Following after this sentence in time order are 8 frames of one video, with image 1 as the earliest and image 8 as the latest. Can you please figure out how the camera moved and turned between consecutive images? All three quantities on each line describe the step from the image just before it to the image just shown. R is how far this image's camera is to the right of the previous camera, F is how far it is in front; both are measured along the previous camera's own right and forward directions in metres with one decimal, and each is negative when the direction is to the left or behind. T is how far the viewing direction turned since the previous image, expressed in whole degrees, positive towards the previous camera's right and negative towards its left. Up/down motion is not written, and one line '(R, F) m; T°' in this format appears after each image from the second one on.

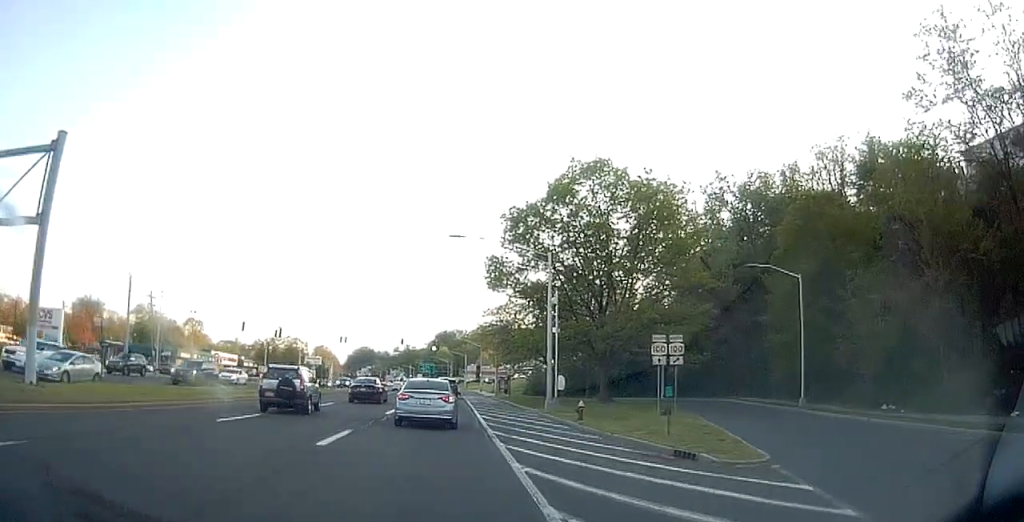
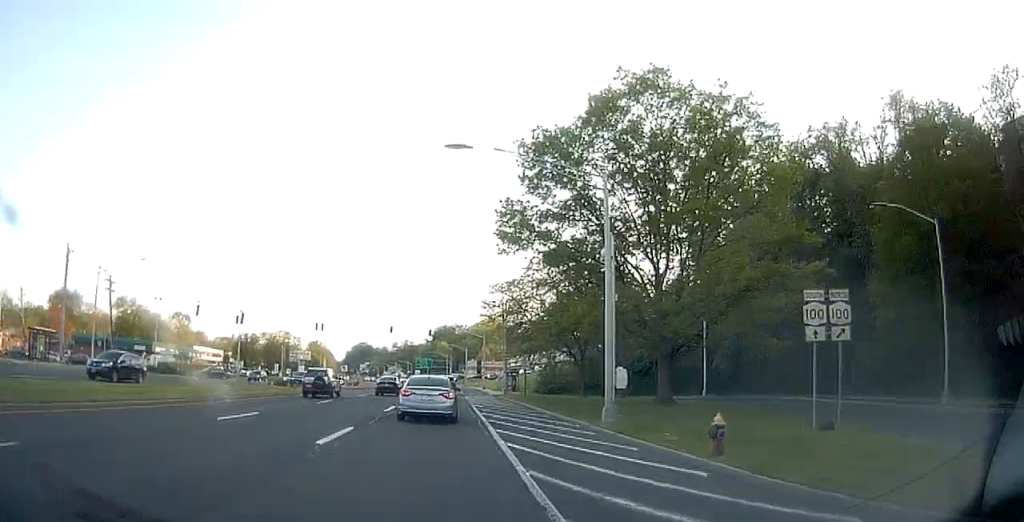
(+0.1, +13.0) m; 0°
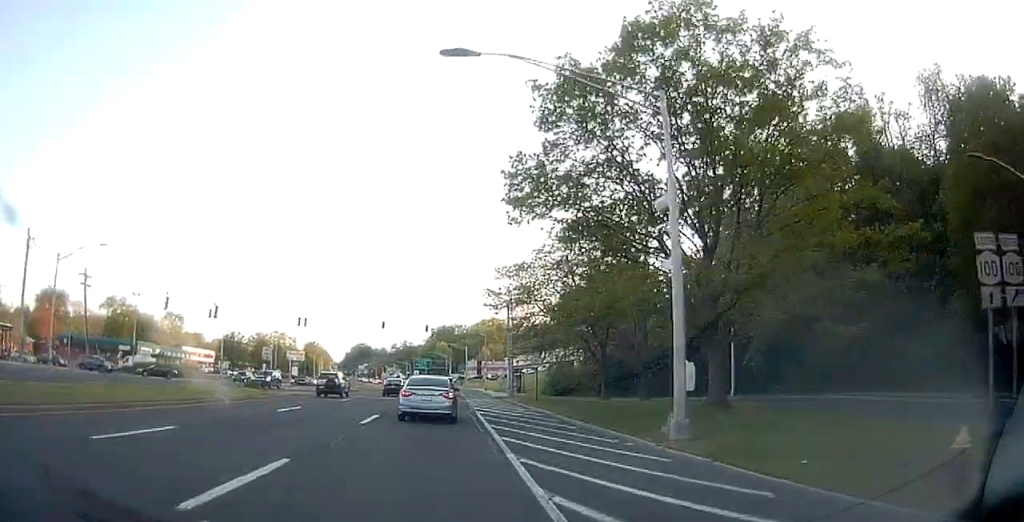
(0.0, +6.3) m; 0°
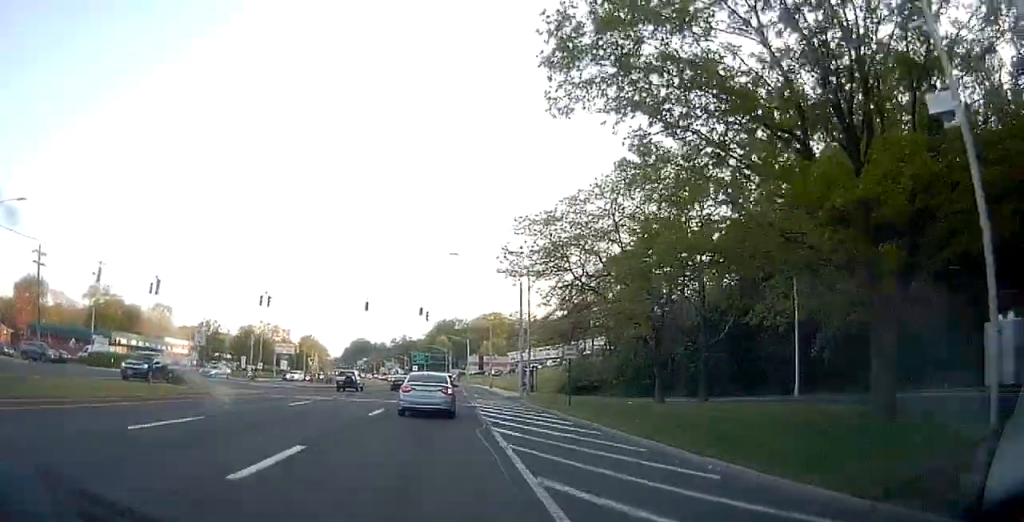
(0.0, +10.7) m; +1°
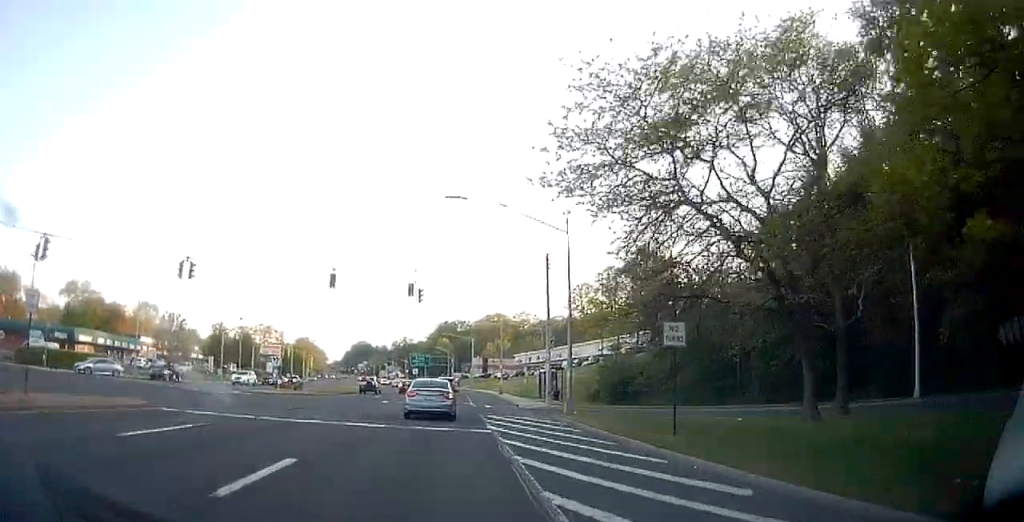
(+0.1, +13.9) m; 0°
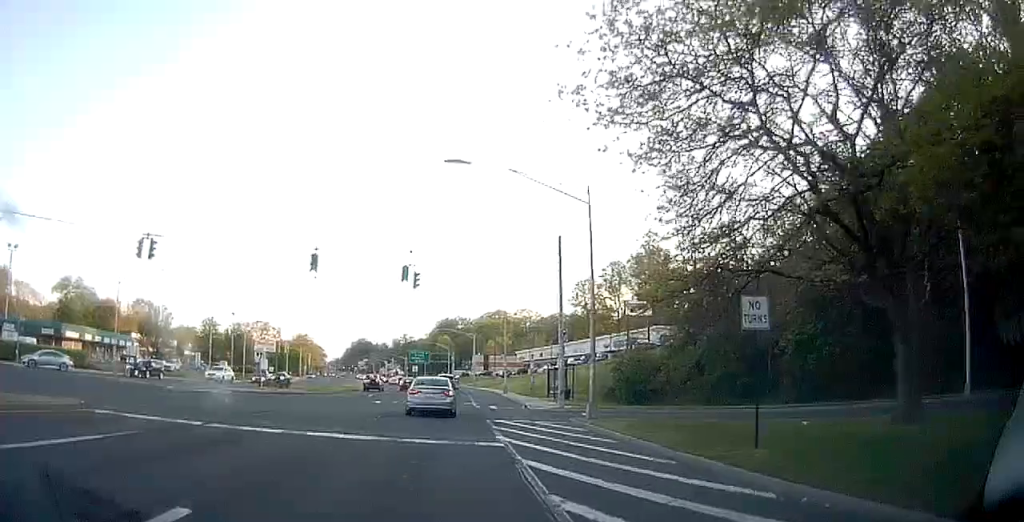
(0.0, +4.3) m; -1°
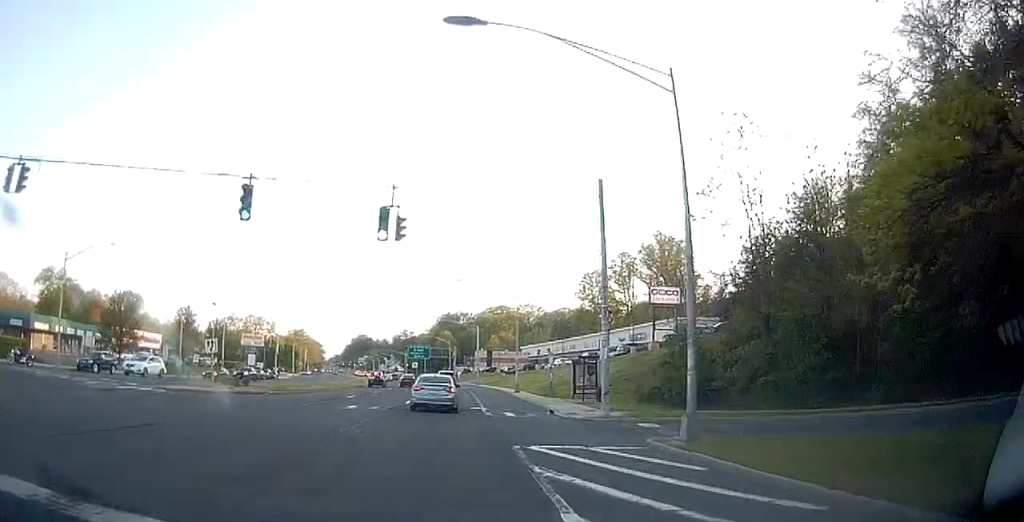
(-0.1, +9.4) m; 0°
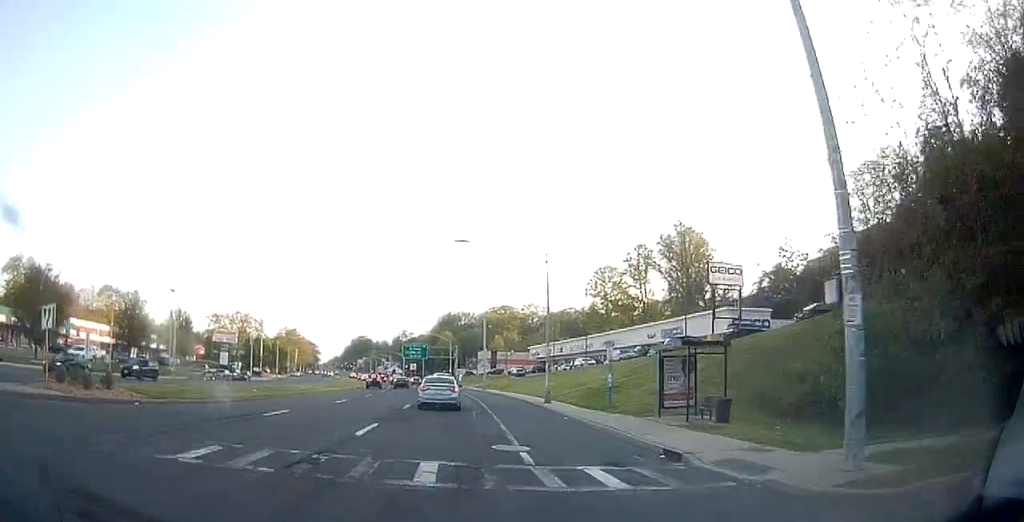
(0.0, +15.7) m; 0°
